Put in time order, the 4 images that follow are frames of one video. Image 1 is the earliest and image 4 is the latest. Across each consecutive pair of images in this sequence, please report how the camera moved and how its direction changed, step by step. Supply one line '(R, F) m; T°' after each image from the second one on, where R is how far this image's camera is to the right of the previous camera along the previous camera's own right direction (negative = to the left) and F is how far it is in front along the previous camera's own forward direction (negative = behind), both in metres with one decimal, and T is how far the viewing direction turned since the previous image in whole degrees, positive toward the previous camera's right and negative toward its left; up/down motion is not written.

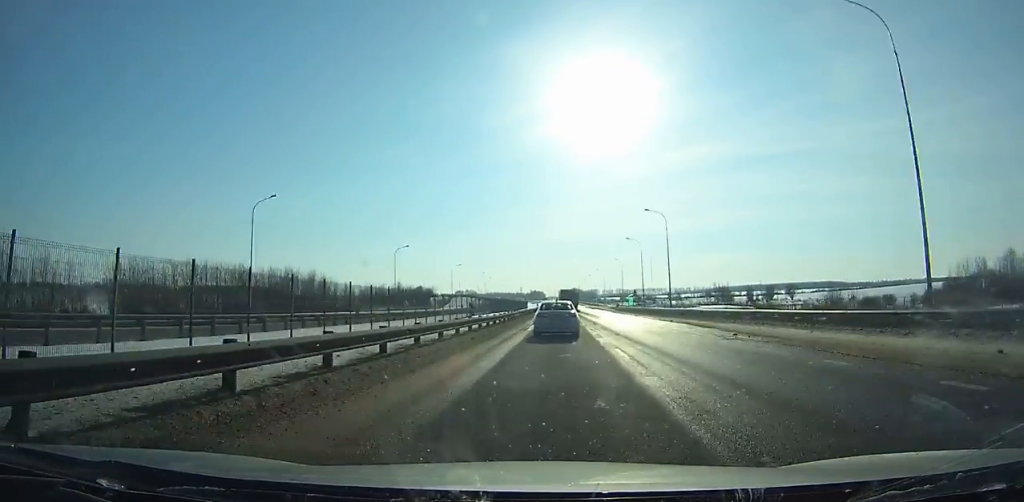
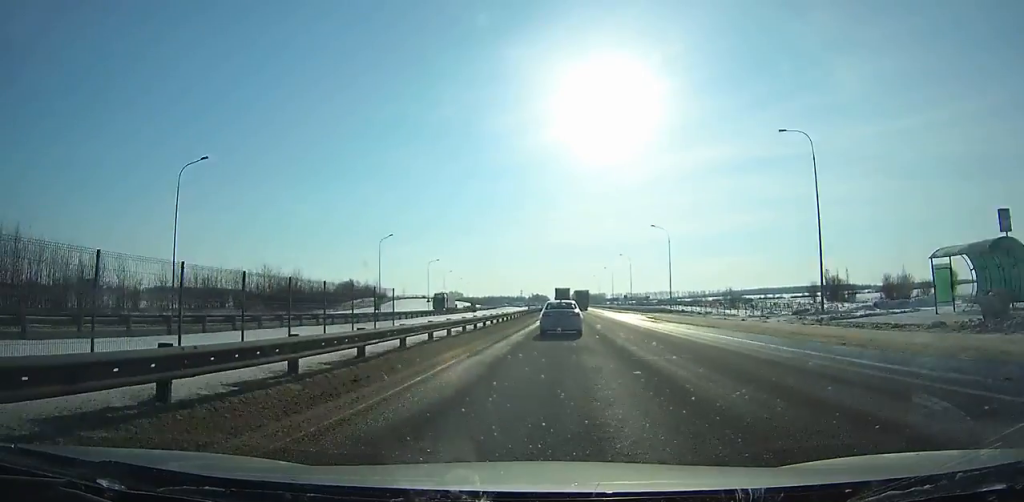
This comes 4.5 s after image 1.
(-0.1, +114.8) m; 0°
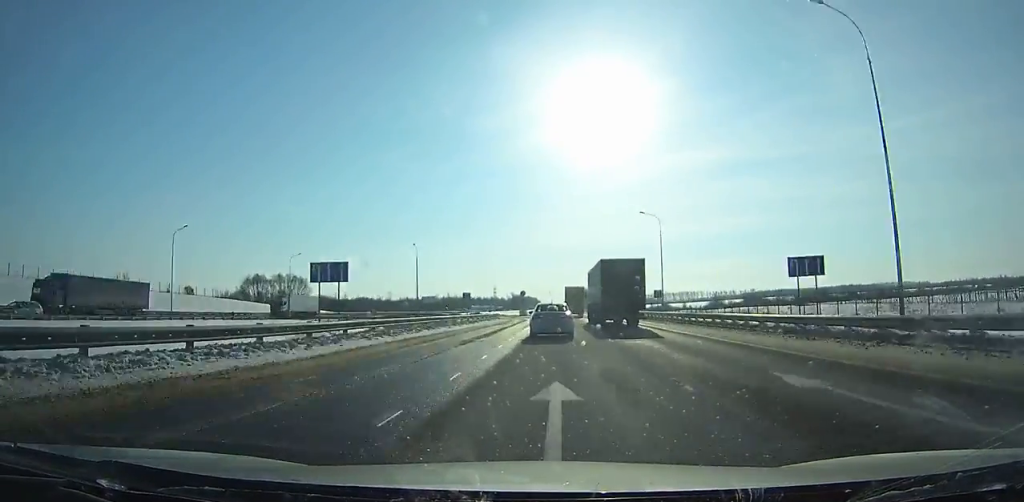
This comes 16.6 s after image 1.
(+0.2, +314.1) m; 0°
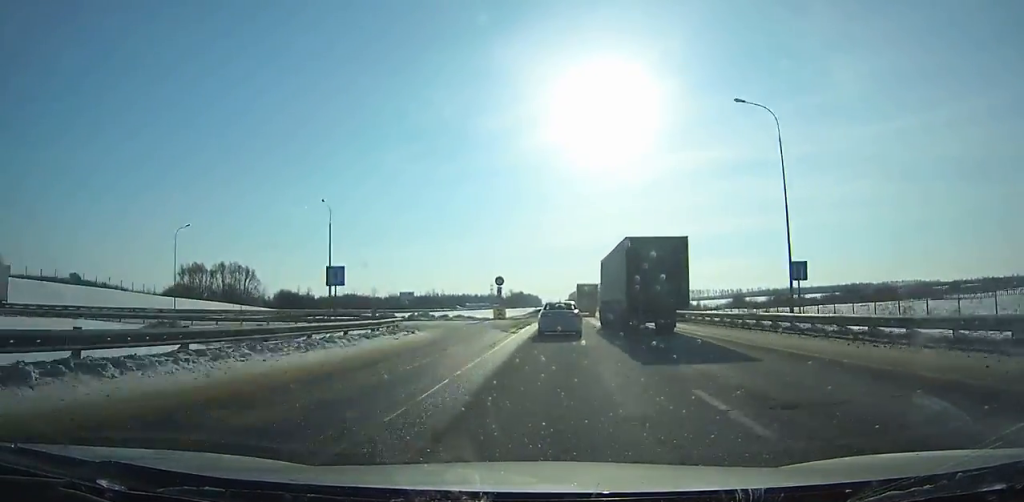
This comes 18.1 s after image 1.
(0.0, +39.9) m; 0°
